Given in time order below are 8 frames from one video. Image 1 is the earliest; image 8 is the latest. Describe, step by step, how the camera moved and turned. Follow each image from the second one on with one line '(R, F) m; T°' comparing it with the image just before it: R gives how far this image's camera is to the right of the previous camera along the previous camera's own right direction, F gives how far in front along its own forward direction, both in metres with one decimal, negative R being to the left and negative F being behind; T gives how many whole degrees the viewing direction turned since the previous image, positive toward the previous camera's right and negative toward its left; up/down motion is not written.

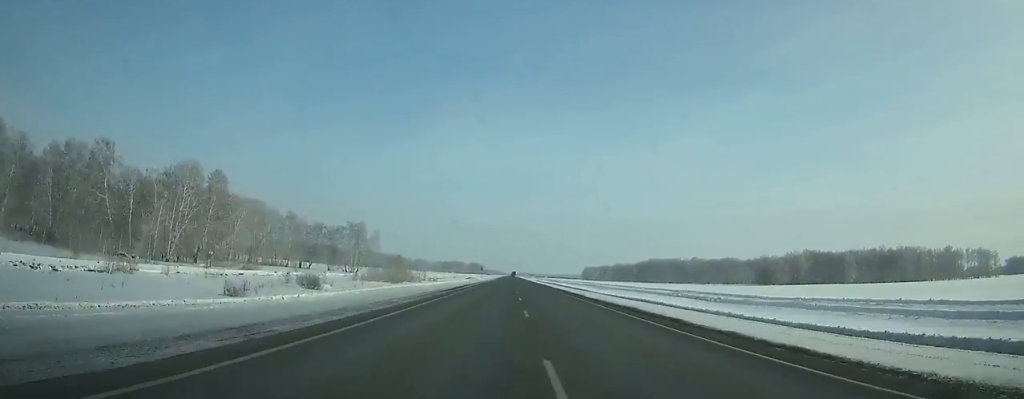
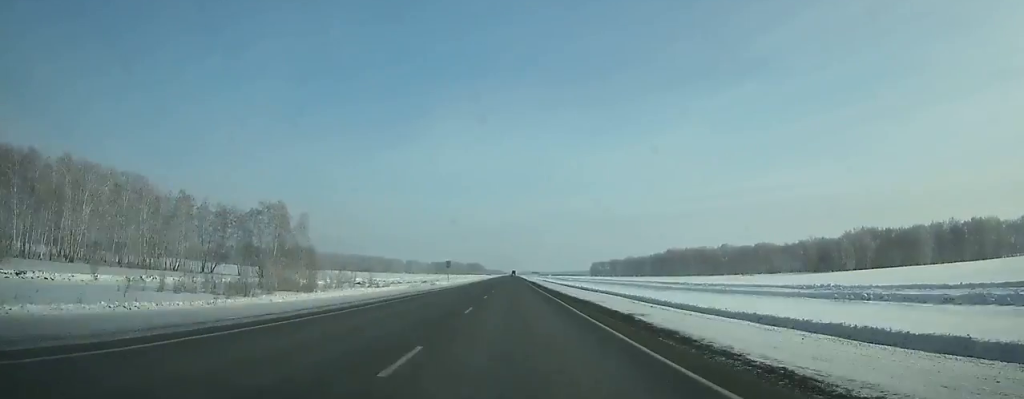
(0.0, +64.9) m; 0°
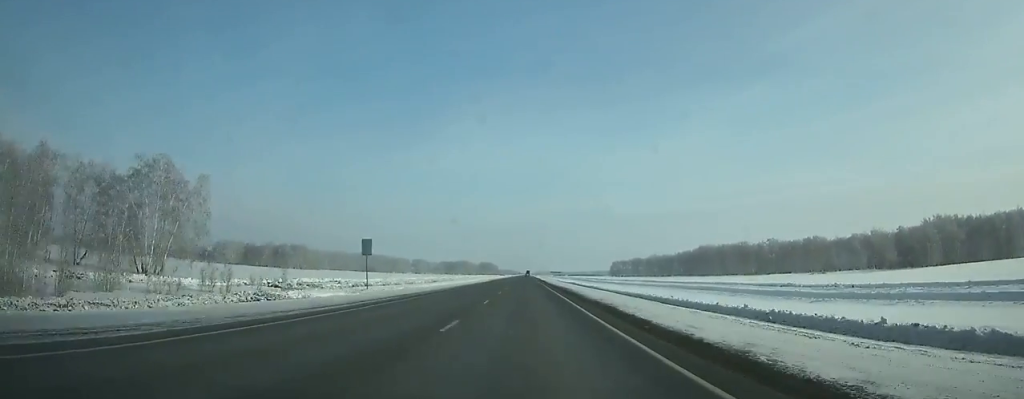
(-0.3, +50.9) m; 0°
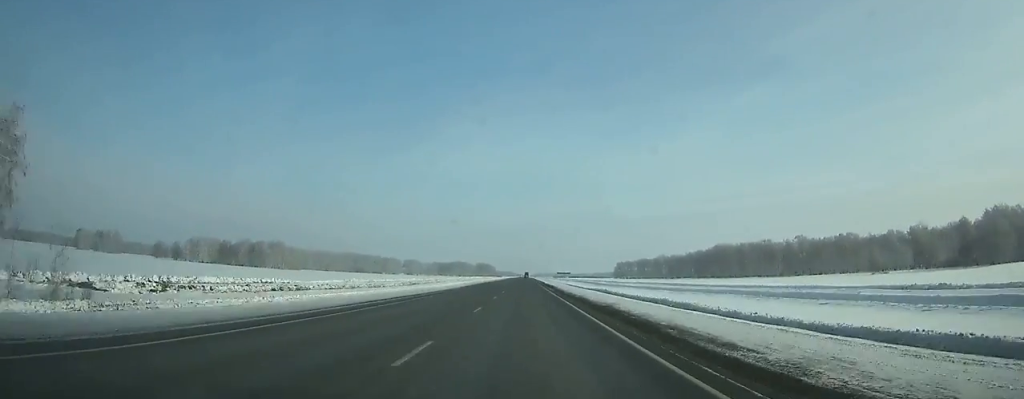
(-0.1, +39.5) m; 0°
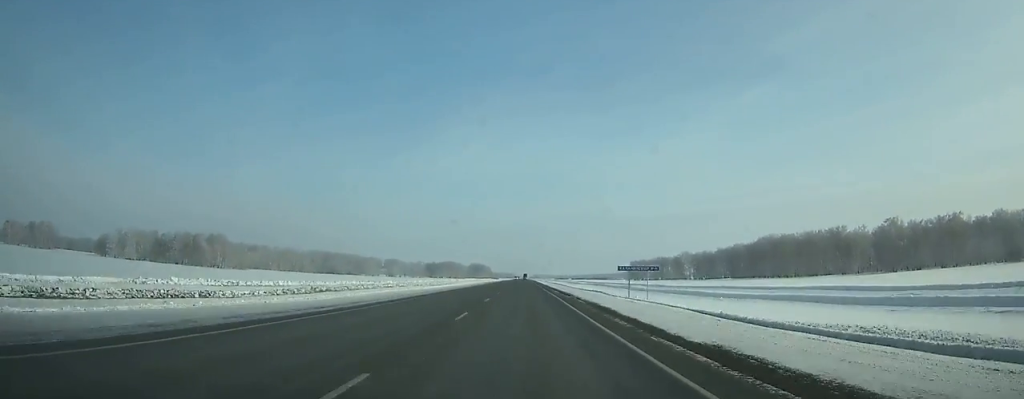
(-0.1, +86.5) m; 0°
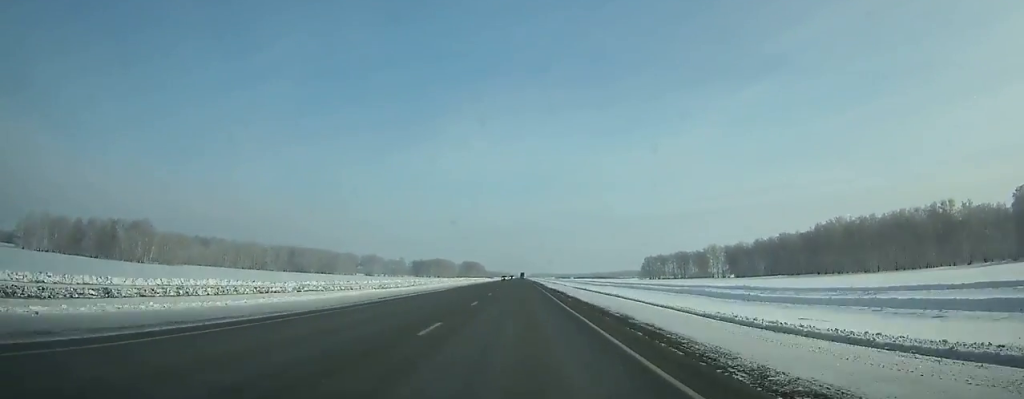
(-0.1, +77.4) m; 0°
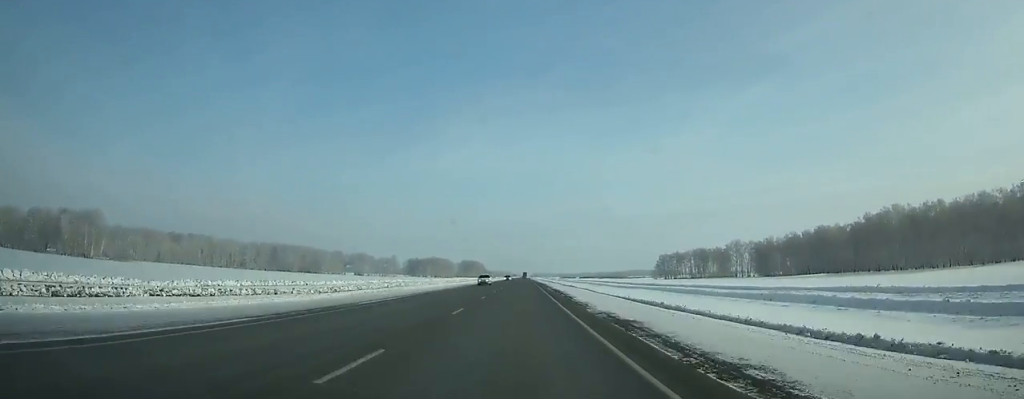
(0.0, +42.5) m; 0°
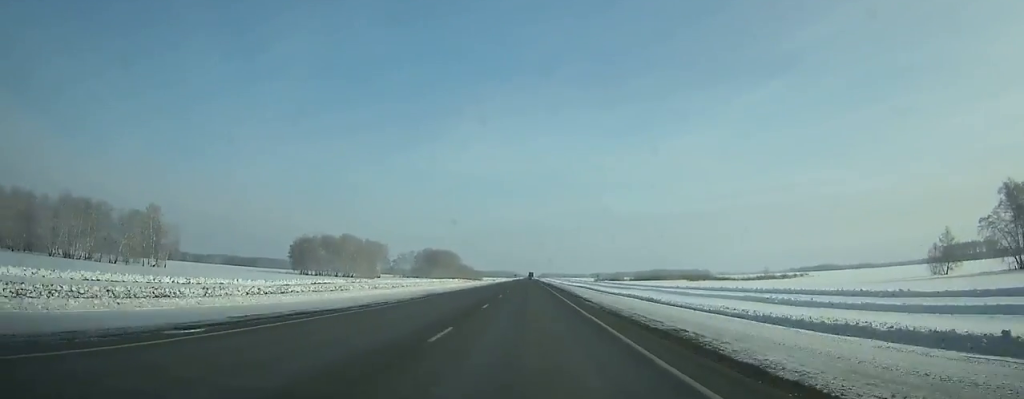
(-0.4, +326.0) m; 0°
